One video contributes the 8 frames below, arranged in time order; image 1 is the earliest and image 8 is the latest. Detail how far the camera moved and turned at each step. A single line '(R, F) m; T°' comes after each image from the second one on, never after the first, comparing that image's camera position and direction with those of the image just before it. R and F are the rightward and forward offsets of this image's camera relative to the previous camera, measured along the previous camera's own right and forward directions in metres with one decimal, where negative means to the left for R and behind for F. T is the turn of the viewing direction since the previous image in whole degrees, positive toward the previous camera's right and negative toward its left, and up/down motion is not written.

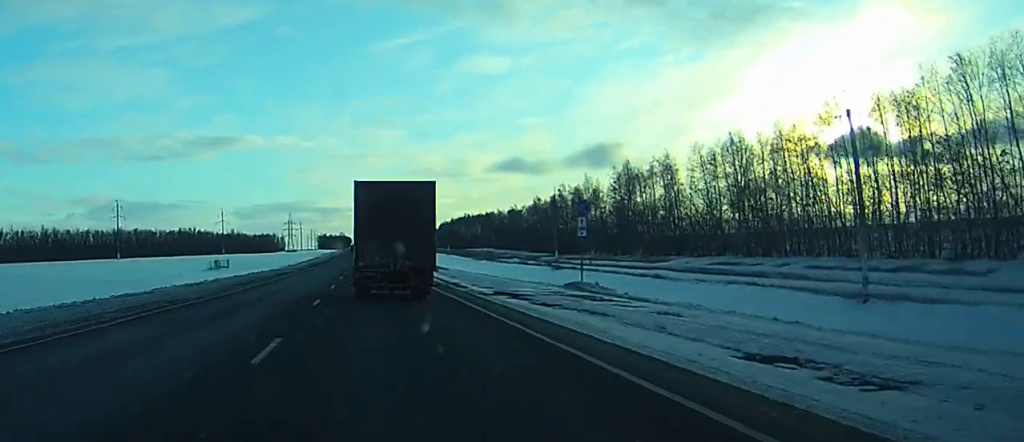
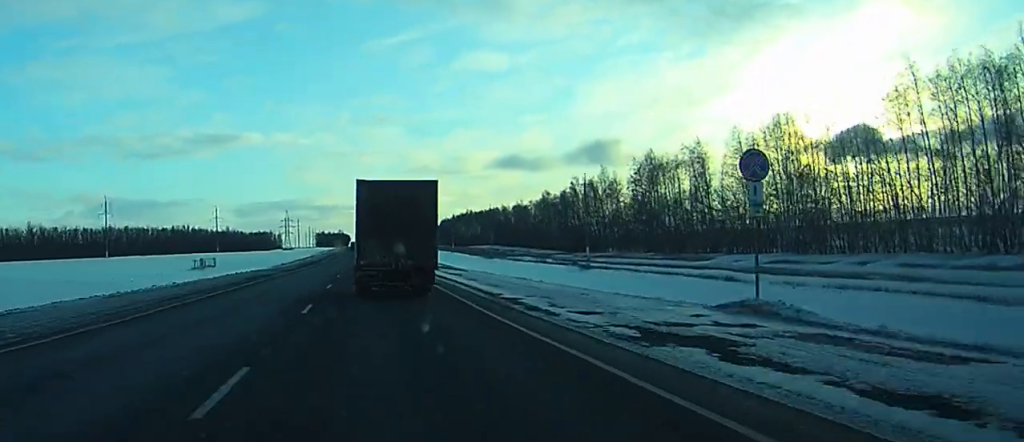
(0.0, +15.1) m; 0°
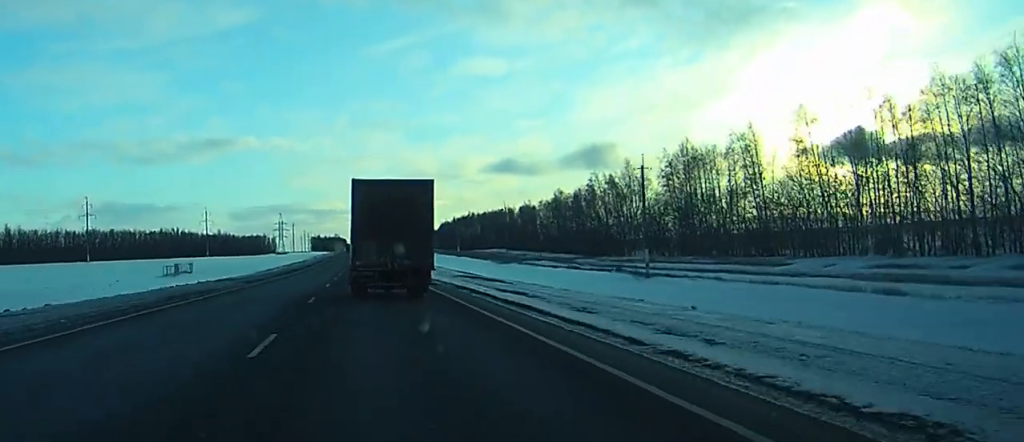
(0.0, +19.9) m; 0°
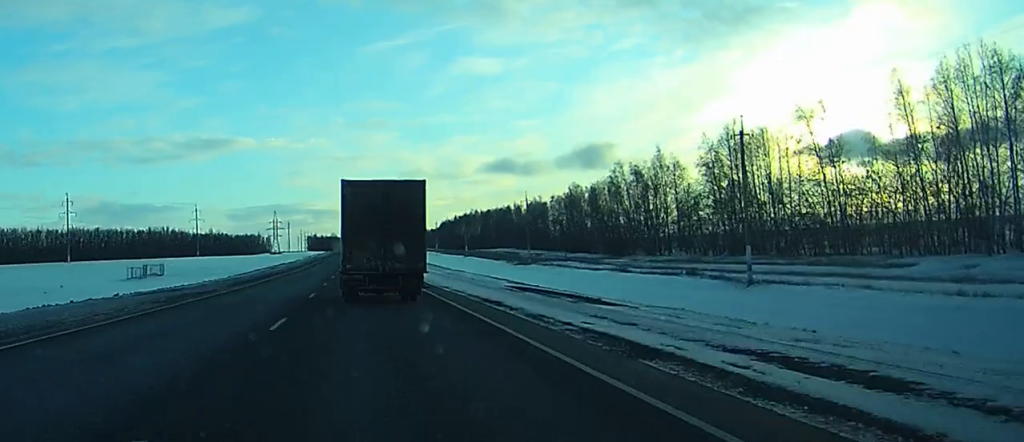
(0.0, +19.4) m; 0°
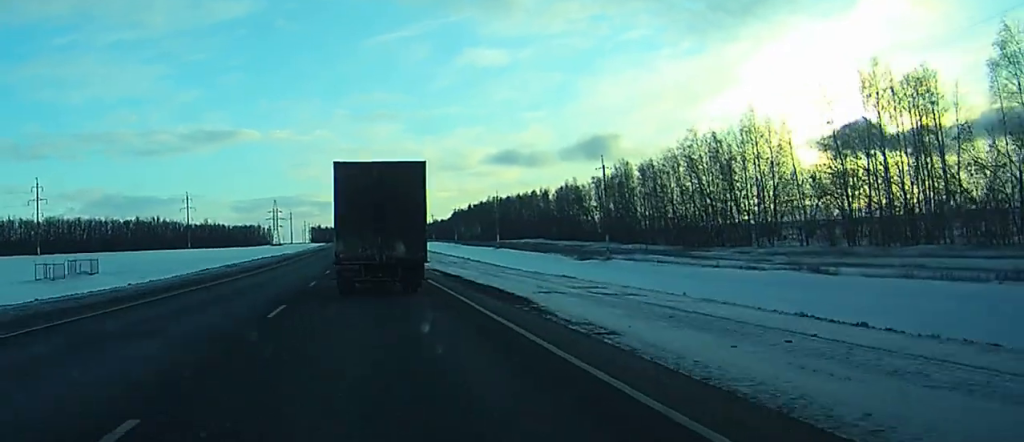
(-0.2, +34.8) m; -1°
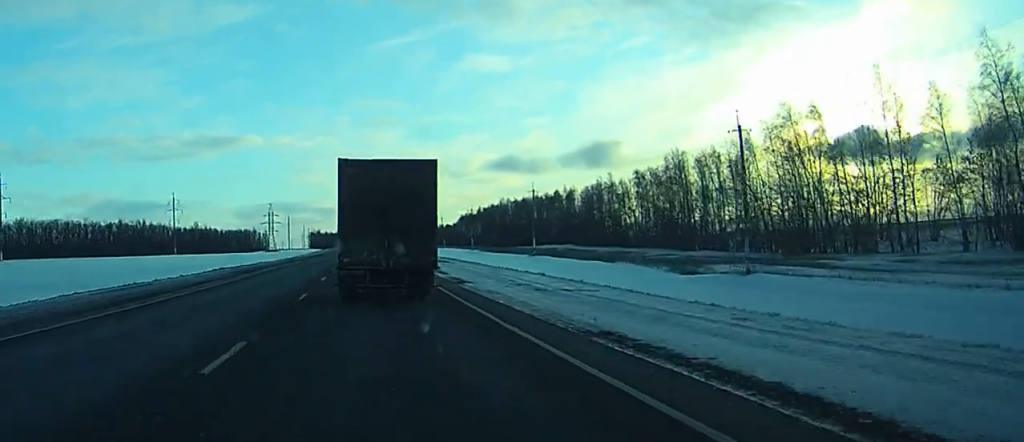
(-0.1, +30.5) m; 0°
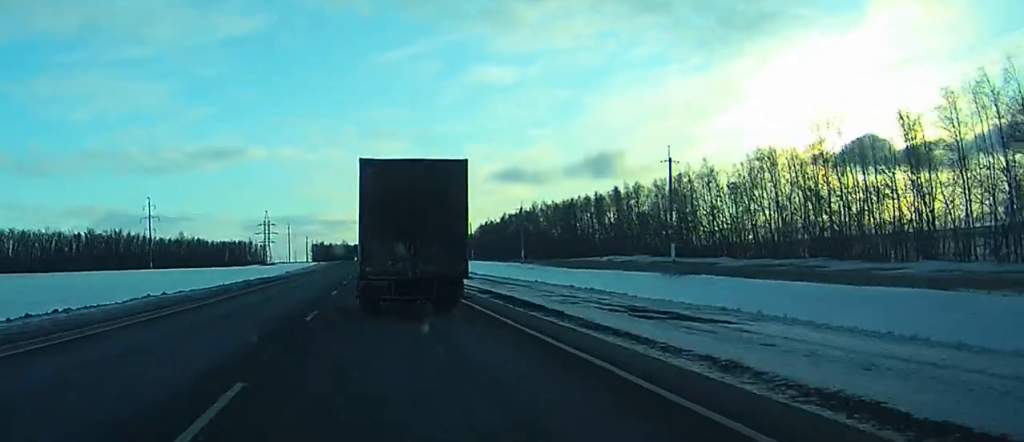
(0.0, +51.8) m; 0°
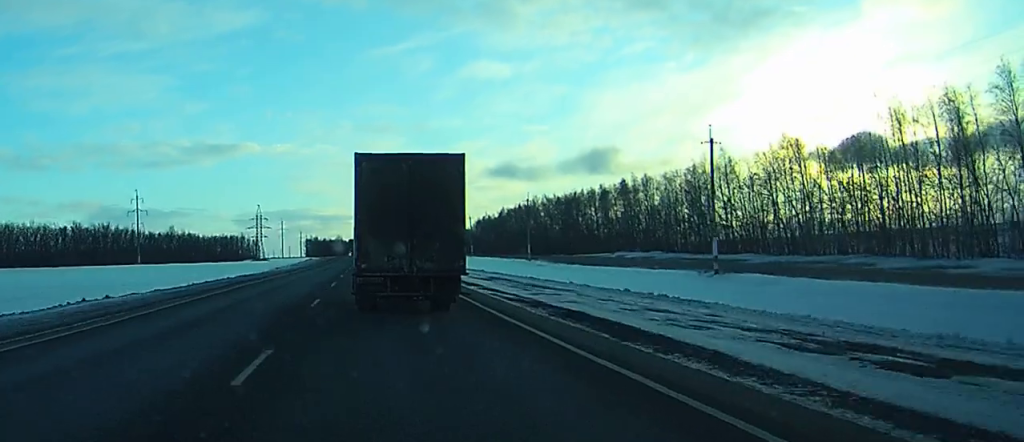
(0.0, +9.4) m; 0°
